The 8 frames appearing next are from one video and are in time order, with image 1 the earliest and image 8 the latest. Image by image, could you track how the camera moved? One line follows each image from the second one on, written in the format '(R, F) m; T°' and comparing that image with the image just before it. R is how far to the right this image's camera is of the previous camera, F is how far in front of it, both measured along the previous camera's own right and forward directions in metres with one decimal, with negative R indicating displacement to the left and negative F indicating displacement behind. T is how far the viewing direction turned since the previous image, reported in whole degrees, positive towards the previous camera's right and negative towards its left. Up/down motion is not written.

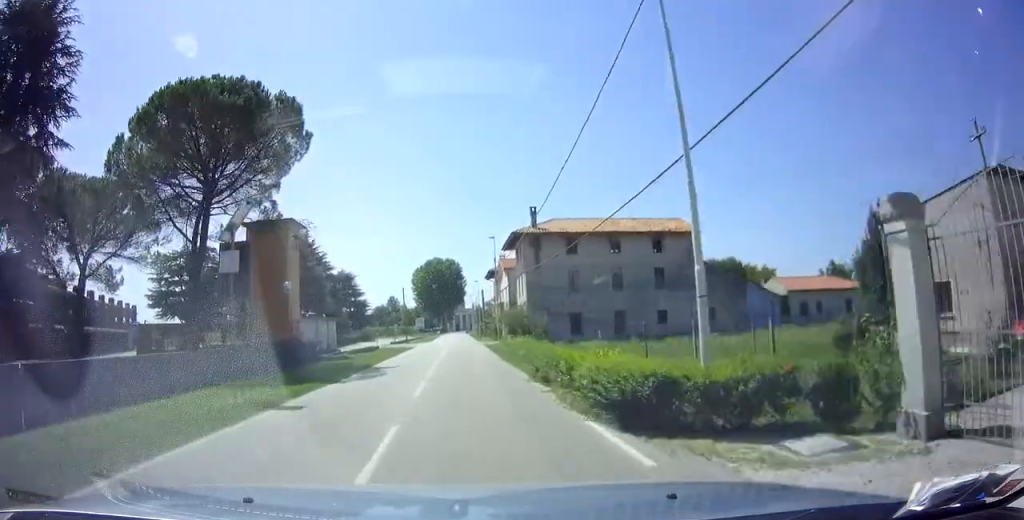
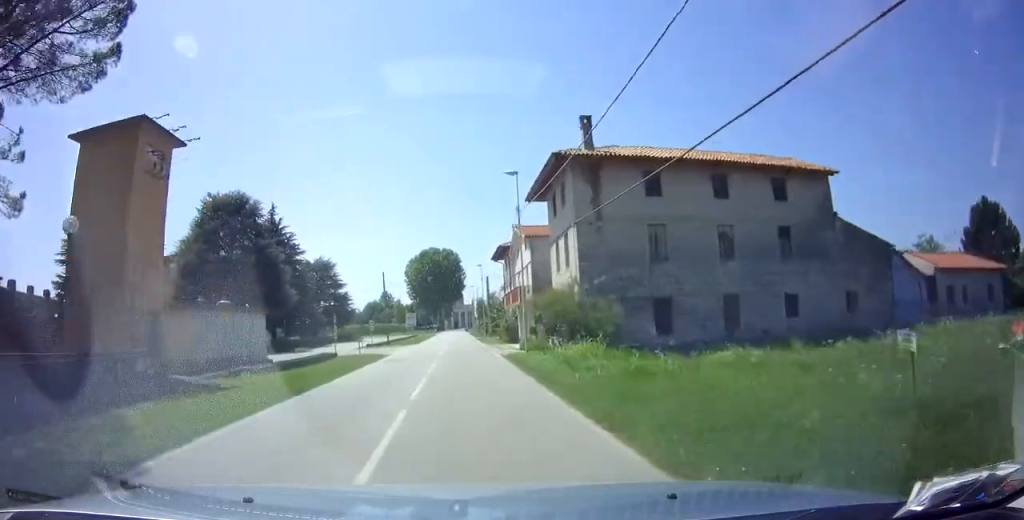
(+0.2, +17.1) m; 0°
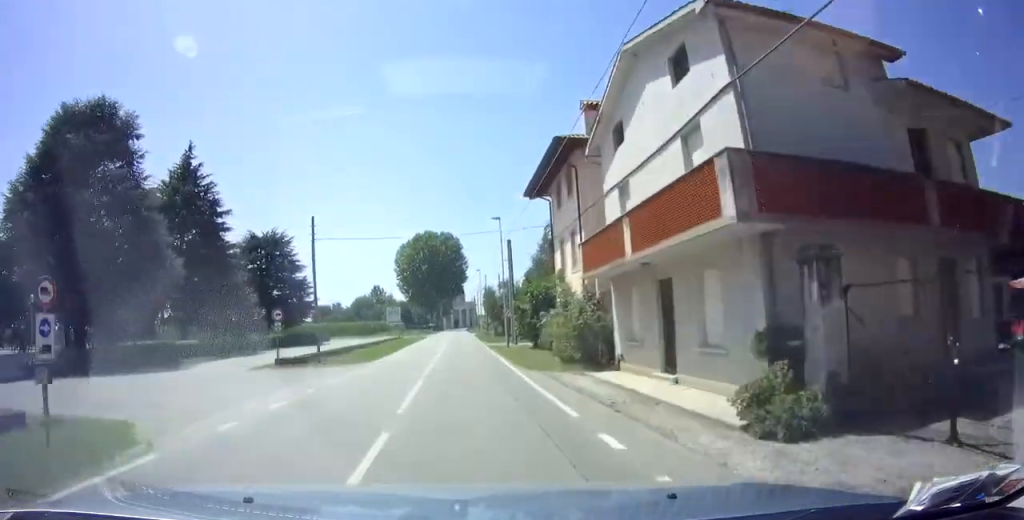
(-0.2, +26.1) m; +1°
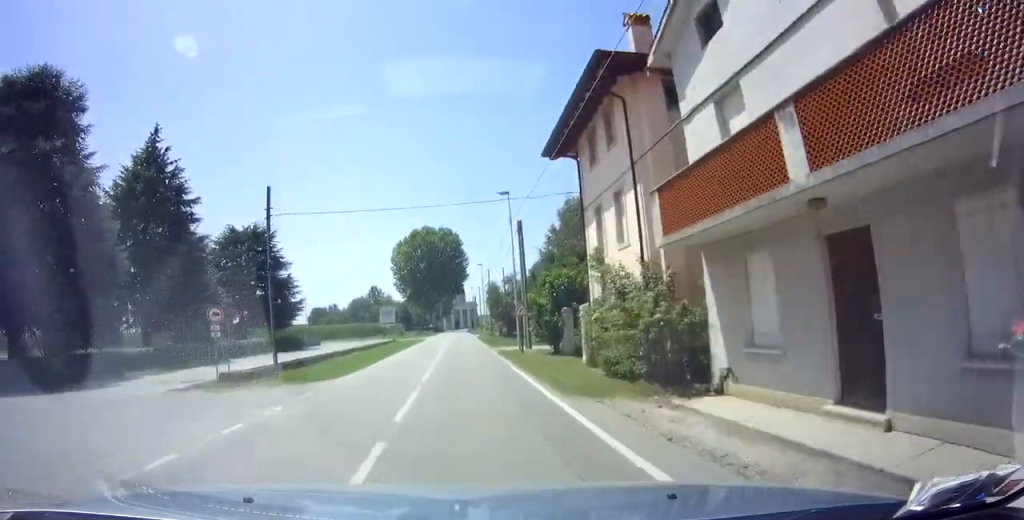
(+0.1, +6.5) m; +1°
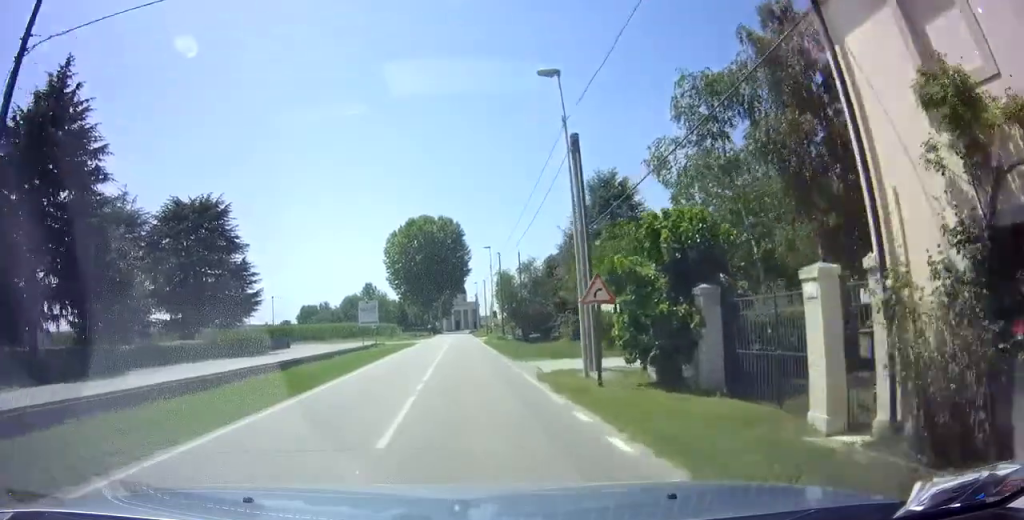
(+0.1, +14.4) m; -1°
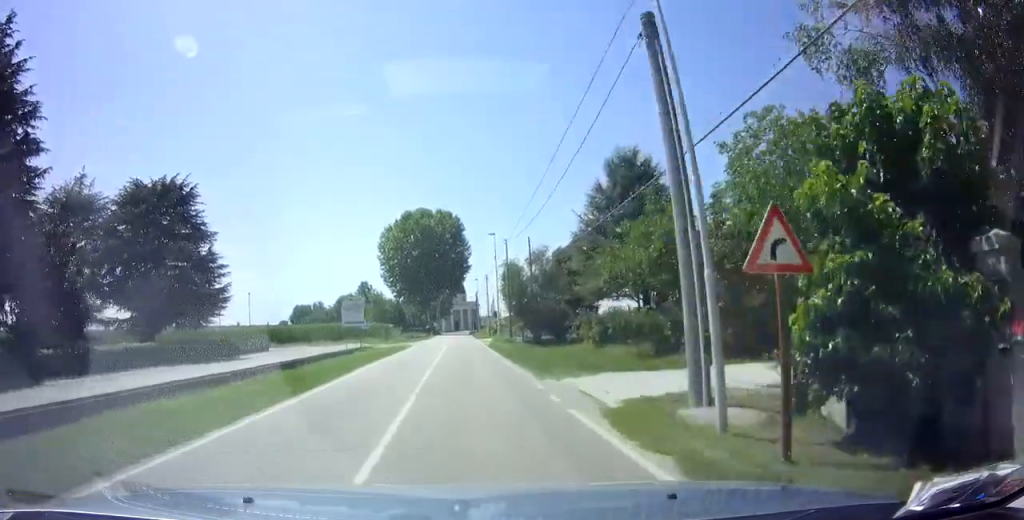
(-0.1, +7.0) m; 0°
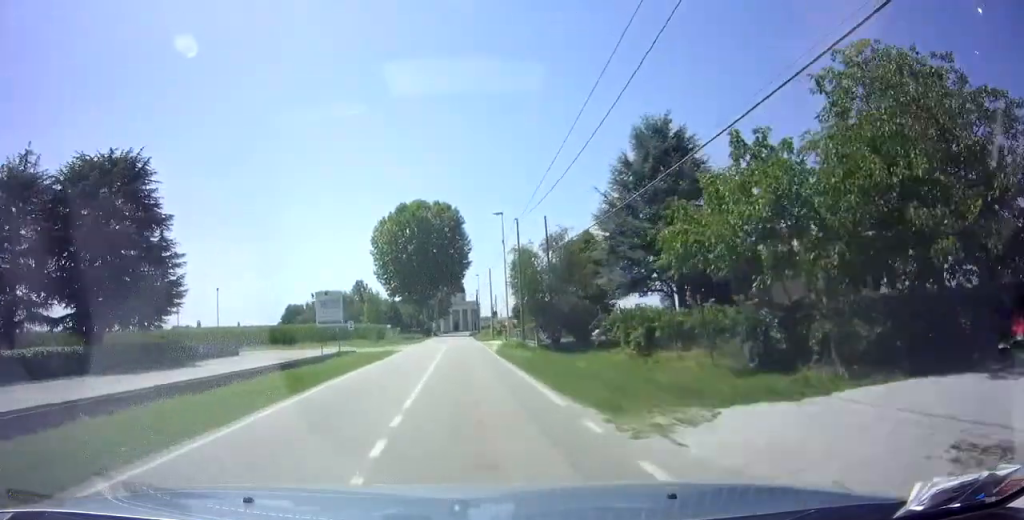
(-0.2, +7.5) m; 0°
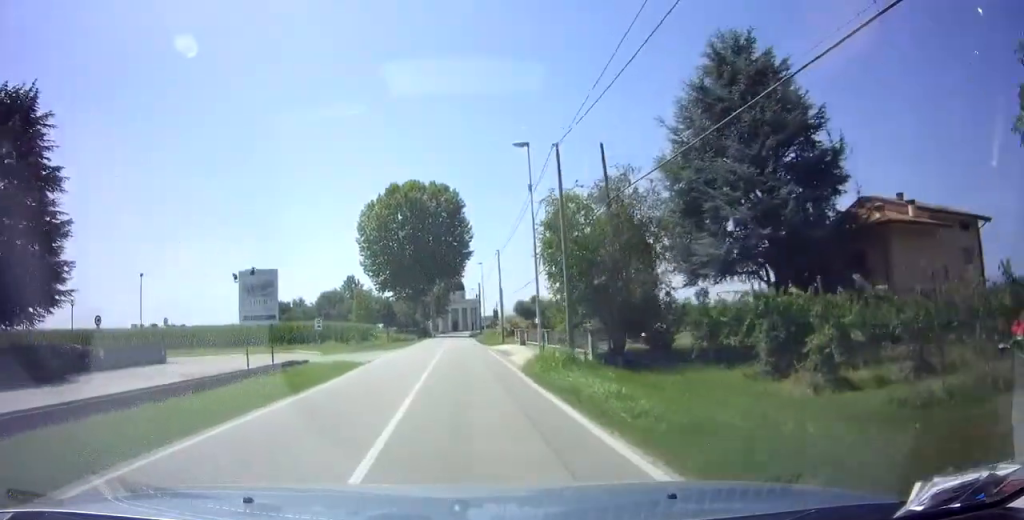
(+0.2, +12.5) m; 0°
